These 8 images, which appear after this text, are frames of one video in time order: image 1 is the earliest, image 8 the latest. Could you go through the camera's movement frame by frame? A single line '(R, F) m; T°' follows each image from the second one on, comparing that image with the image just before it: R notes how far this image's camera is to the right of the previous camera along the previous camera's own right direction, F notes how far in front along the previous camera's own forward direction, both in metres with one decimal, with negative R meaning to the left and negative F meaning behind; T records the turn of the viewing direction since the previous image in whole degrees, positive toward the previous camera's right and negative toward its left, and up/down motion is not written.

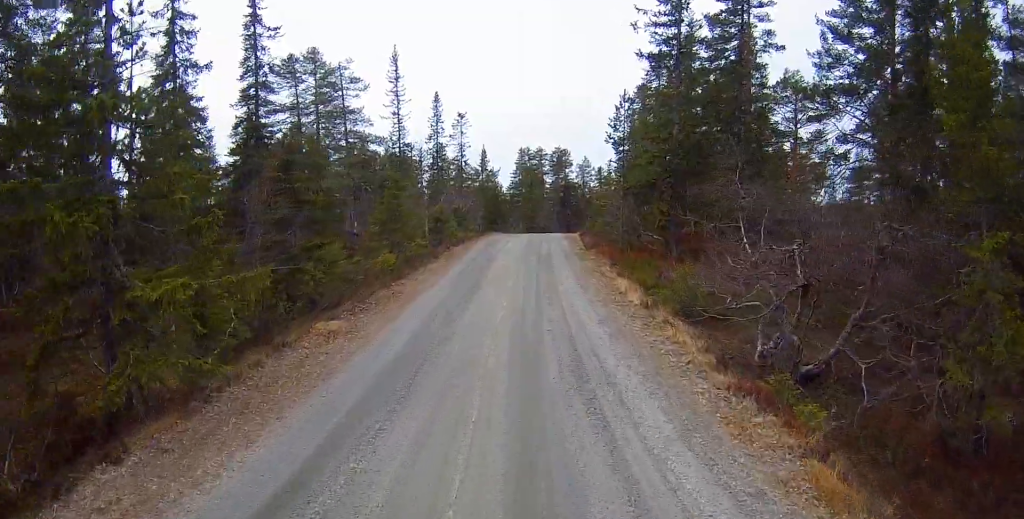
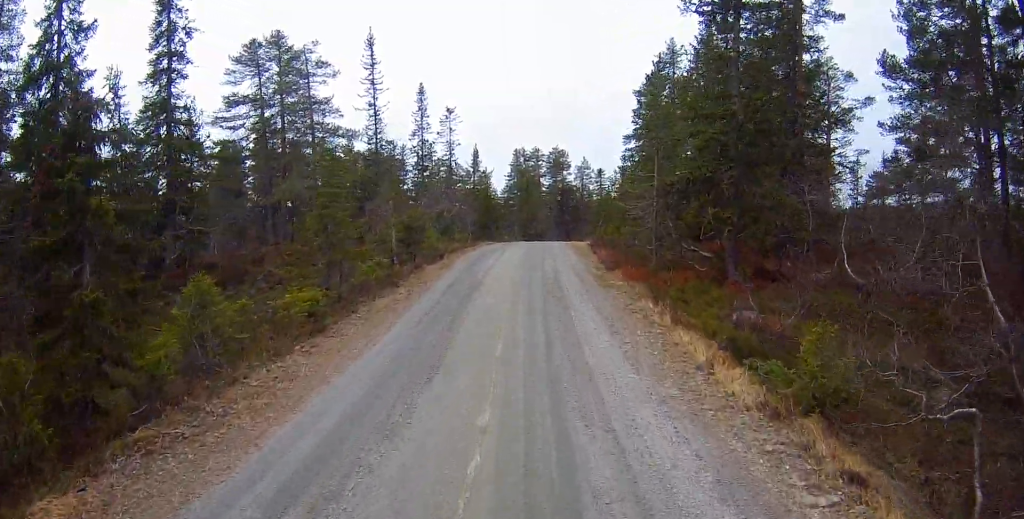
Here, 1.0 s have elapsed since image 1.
(+0.1, +6.6) m; -1°
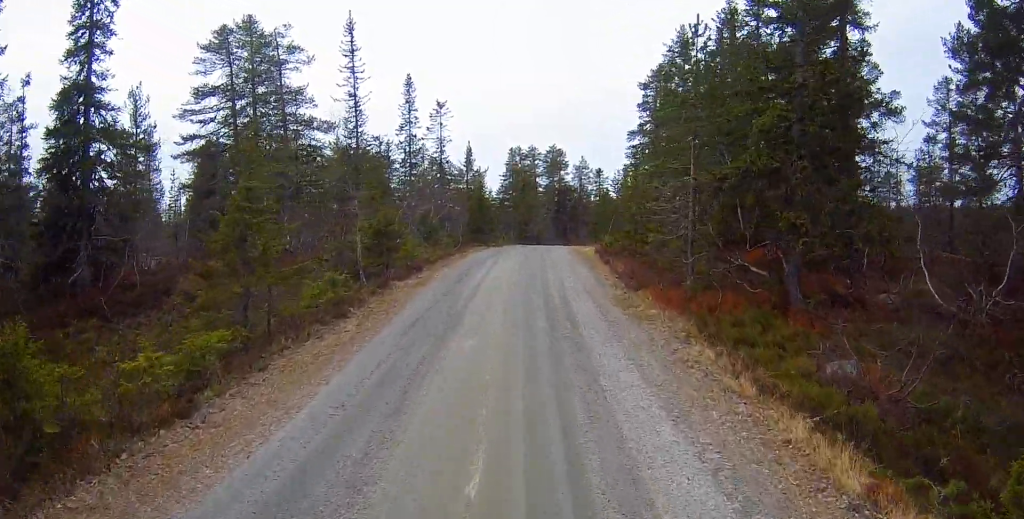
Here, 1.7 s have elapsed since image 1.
(-0.2, +4.1) m; -1°
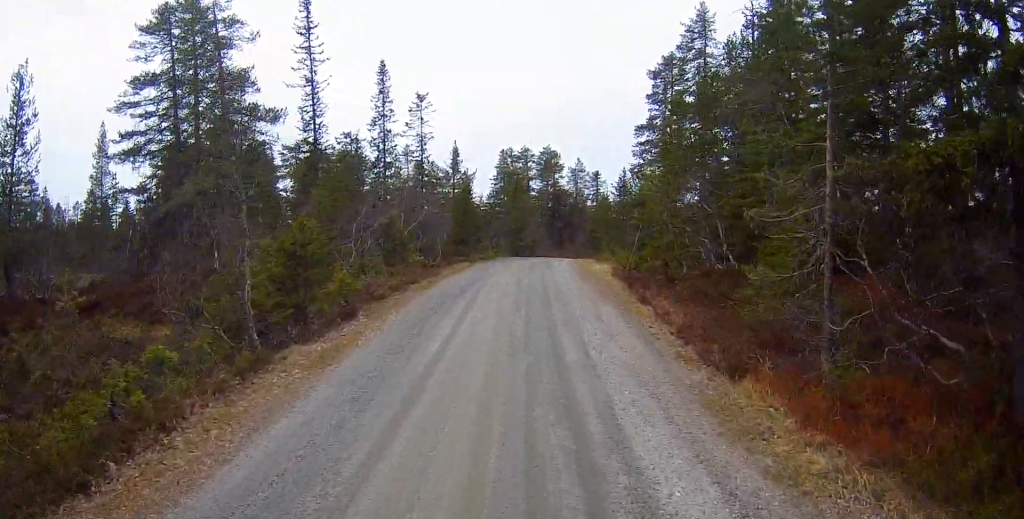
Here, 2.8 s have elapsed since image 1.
(+0.4, +6.7) m; +5°
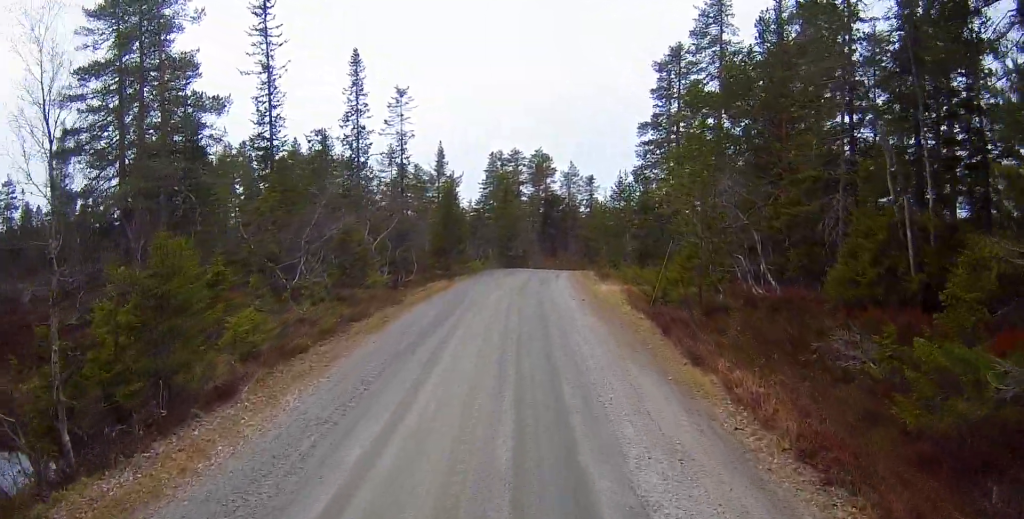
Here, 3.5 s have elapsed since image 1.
(+0.1, +4.7) m; +2°
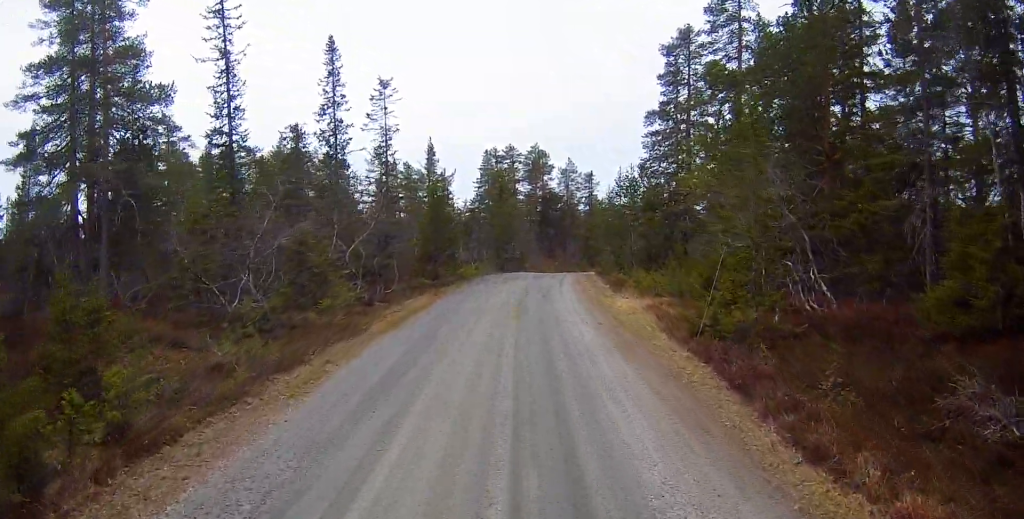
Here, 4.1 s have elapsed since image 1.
(0.0, +3.8) m; -1°
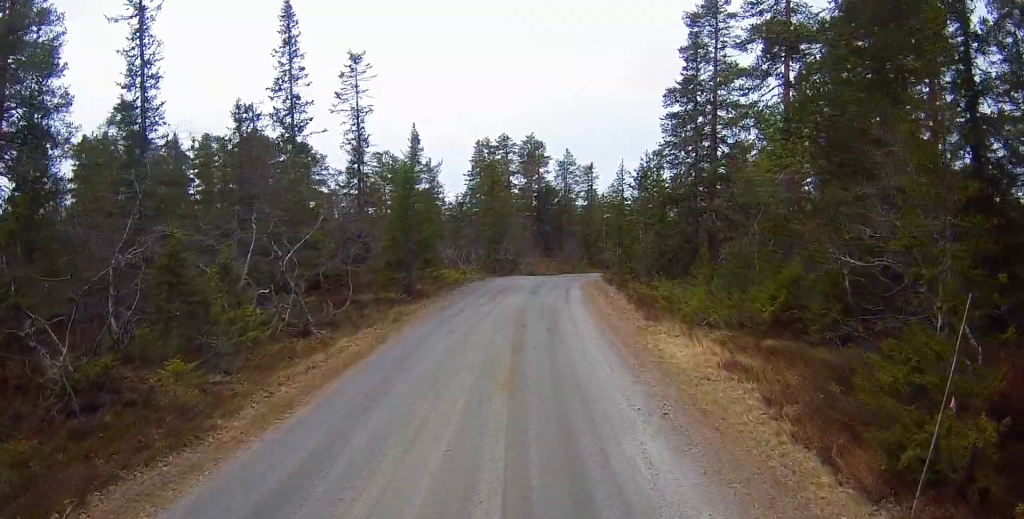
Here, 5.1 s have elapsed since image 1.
(-0.1, +6.0) m; -1°
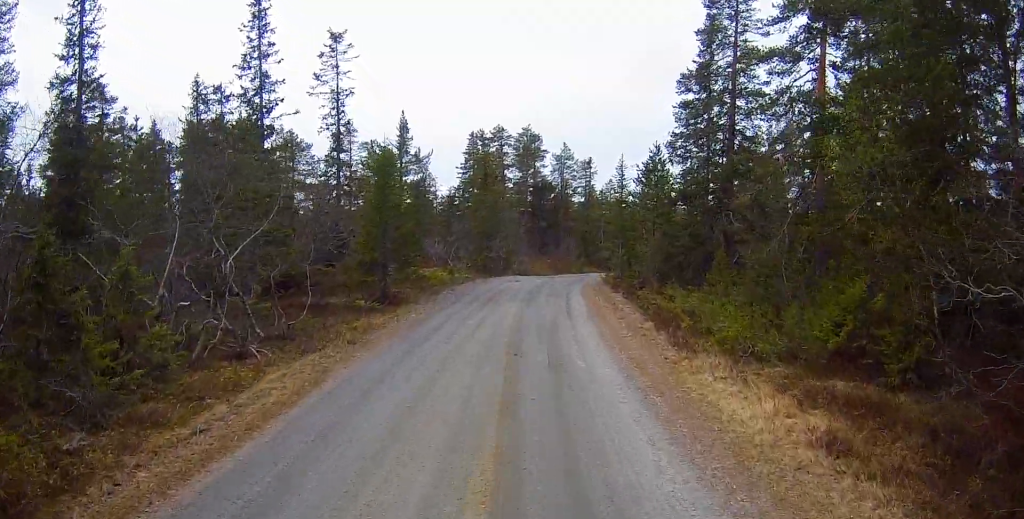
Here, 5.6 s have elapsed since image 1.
(-0.1, +3.2) m; 0°
